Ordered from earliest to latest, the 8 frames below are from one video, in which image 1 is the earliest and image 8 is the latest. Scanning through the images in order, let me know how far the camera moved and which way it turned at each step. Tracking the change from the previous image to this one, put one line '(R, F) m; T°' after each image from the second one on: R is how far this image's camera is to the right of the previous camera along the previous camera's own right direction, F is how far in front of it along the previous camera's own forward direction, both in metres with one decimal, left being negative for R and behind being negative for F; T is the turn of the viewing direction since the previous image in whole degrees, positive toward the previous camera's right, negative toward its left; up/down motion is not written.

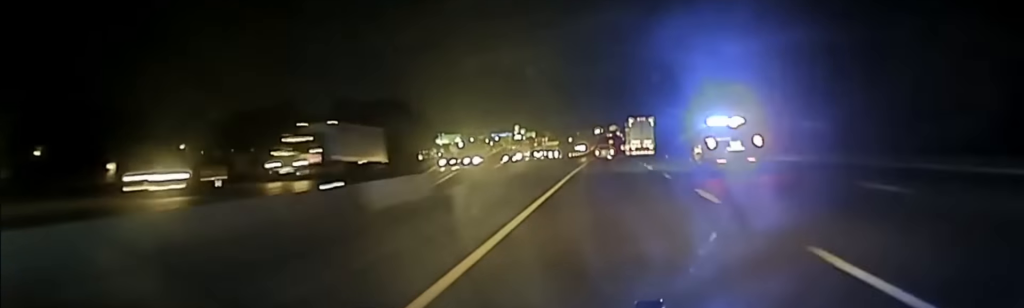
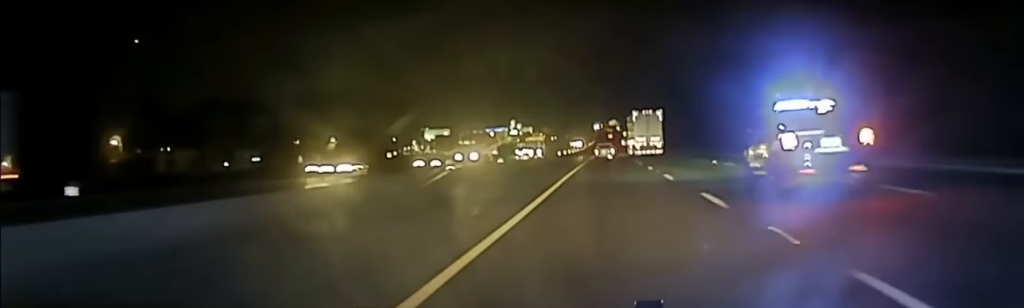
(-0.1, +43.1) m; 0°
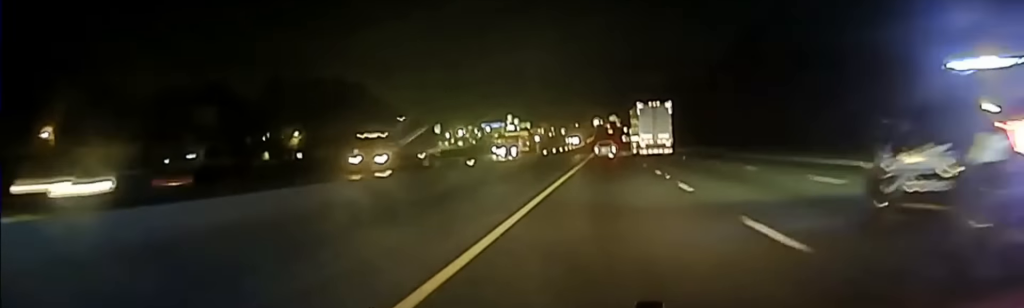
(+0.2, +32.5) m; 0°
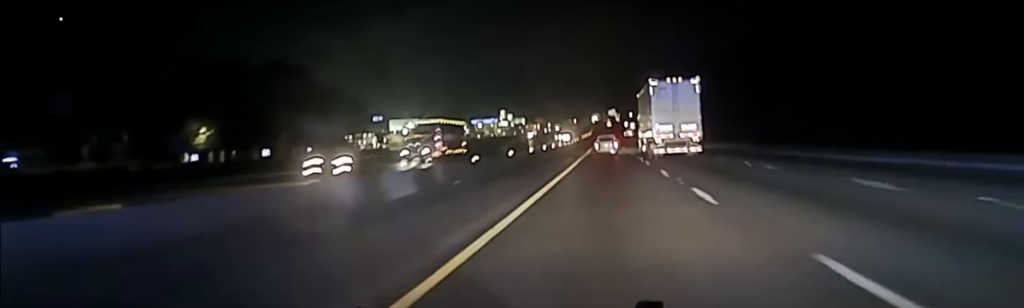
(-0.1, +54.0) m; 0°
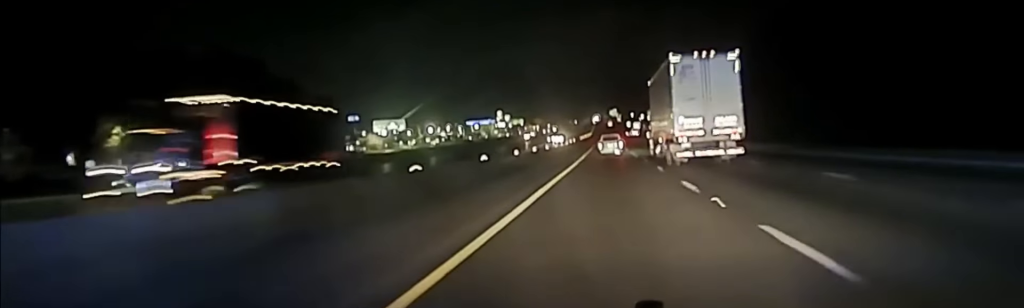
(-0.1, +31.4) m; 0°
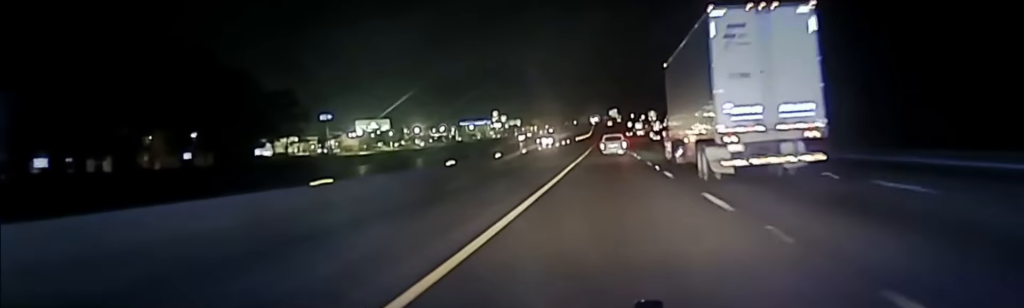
(-0.1, +27.0) m; 0°
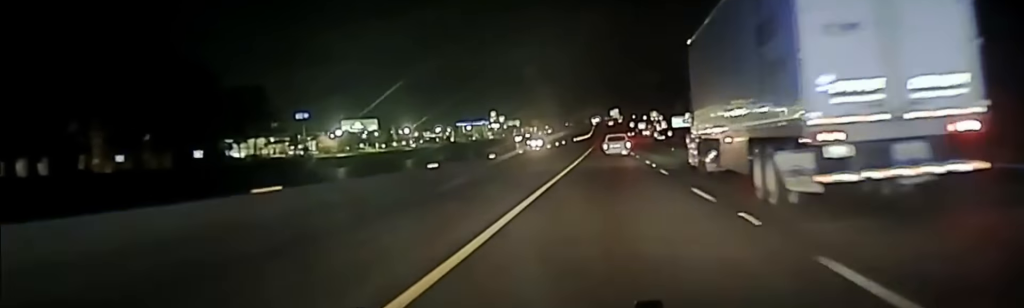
(+0.1, +17.3) m; 0°
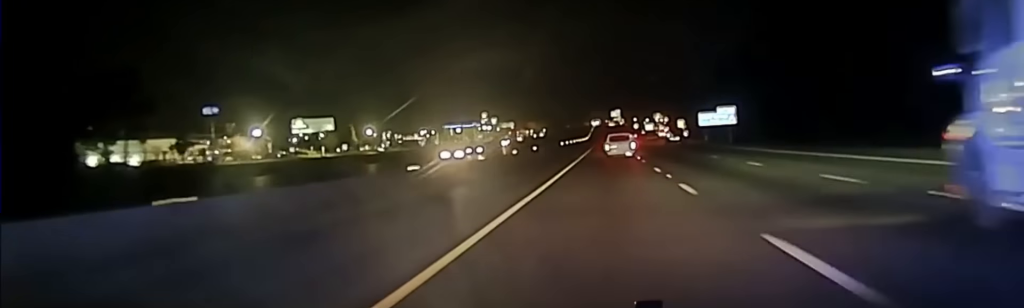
(+0.2, +44.2) m; 0°
